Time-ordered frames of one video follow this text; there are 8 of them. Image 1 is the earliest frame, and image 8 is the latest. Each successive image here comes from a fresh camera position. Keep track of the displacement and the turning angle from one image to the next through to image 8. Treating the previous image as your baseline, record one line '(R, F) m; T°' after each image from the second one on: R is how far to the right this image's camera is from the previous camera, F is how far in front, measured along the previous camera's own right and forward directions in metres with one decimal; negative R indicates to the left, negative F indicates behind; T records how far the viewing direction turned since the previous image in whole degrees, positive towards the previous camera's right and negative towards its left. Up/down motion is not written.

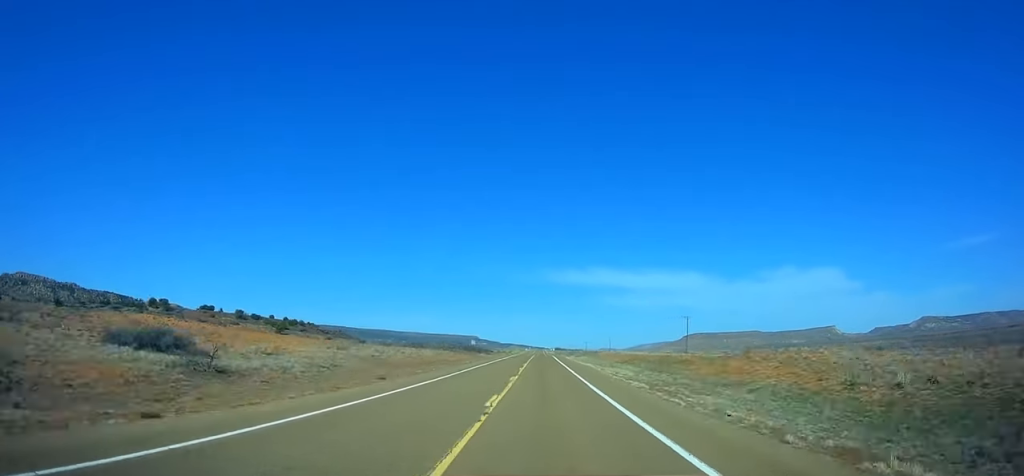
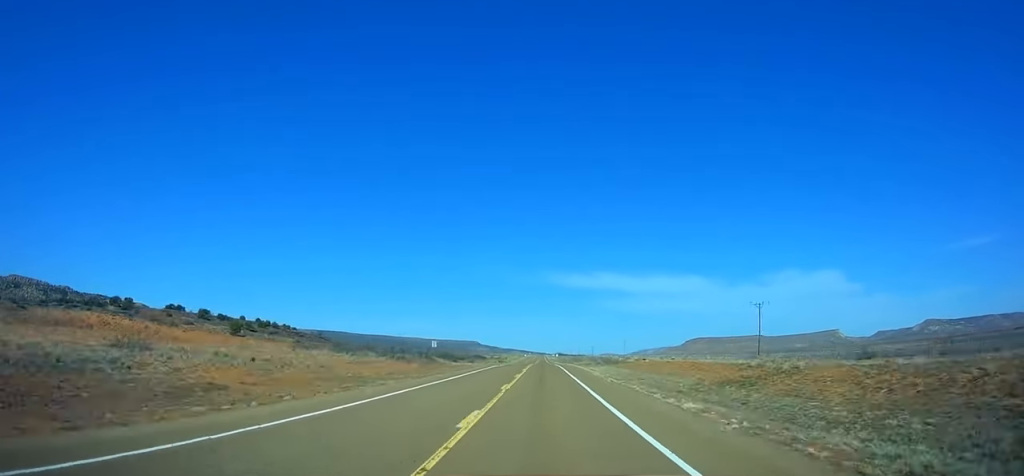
(0.0, +41.1) m; 0°
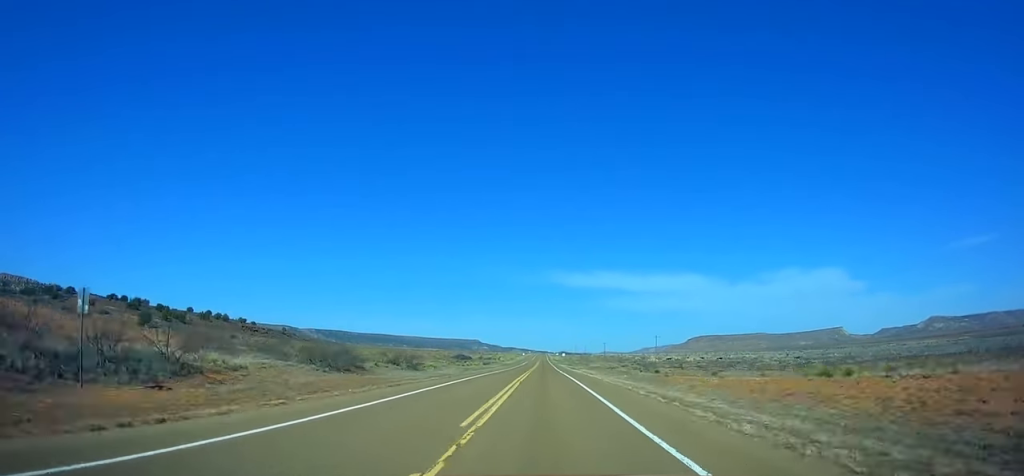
(0.0, +57.5) m; 0°
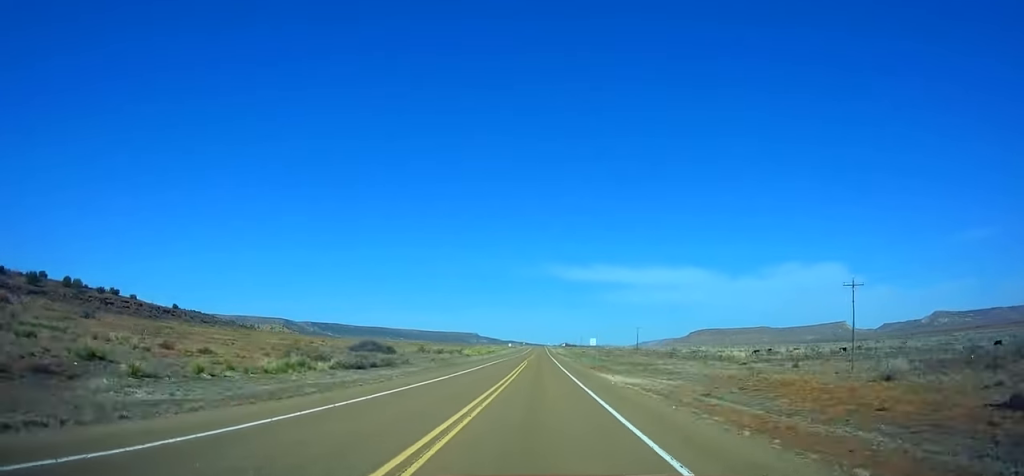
(0.0, +104.0) m; 0°
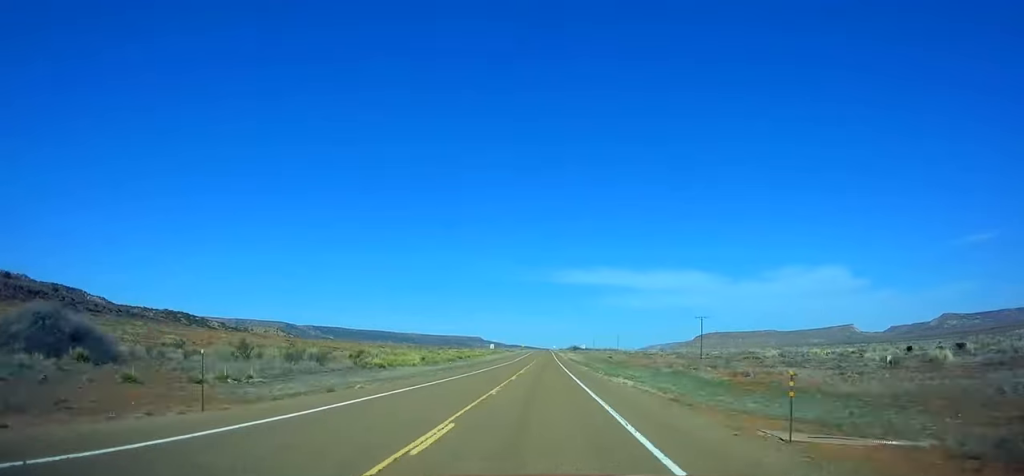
(0.0, +71.2) m; 0°
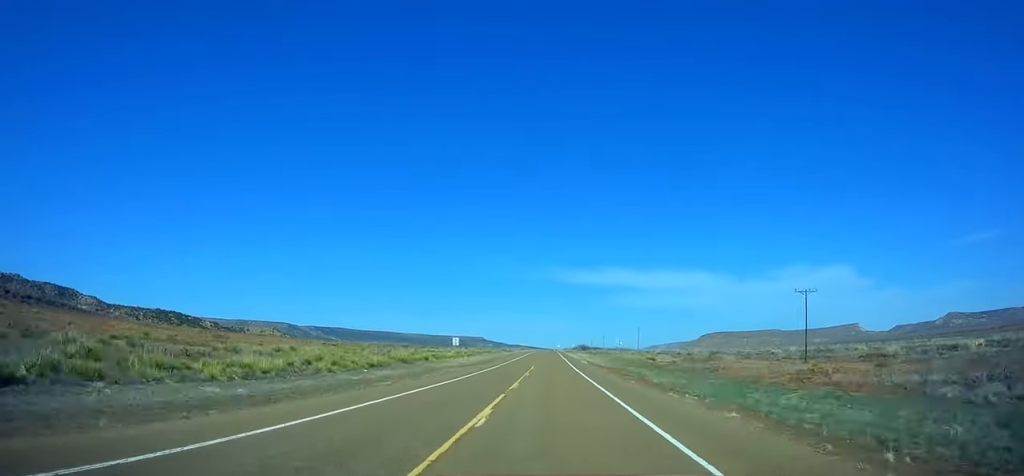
(0.0, +46.4) m; 0°
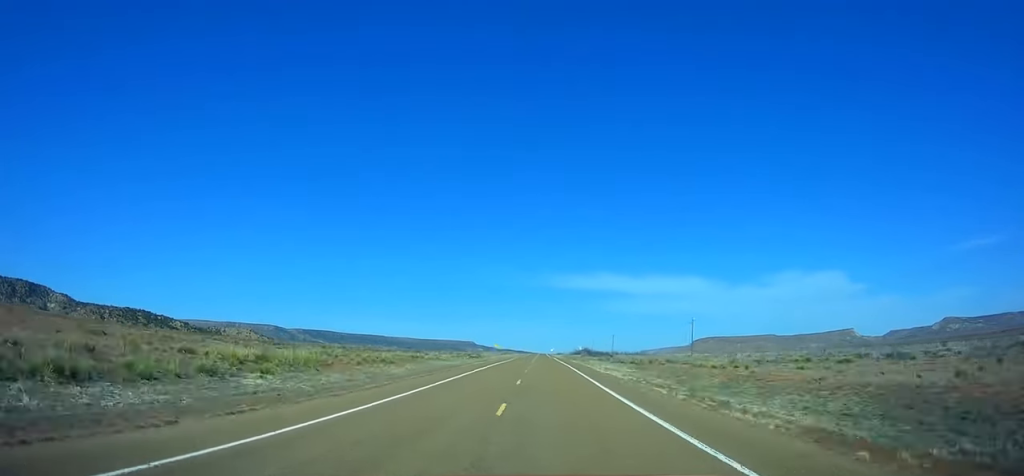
(0.0, +84.6) m; 0°
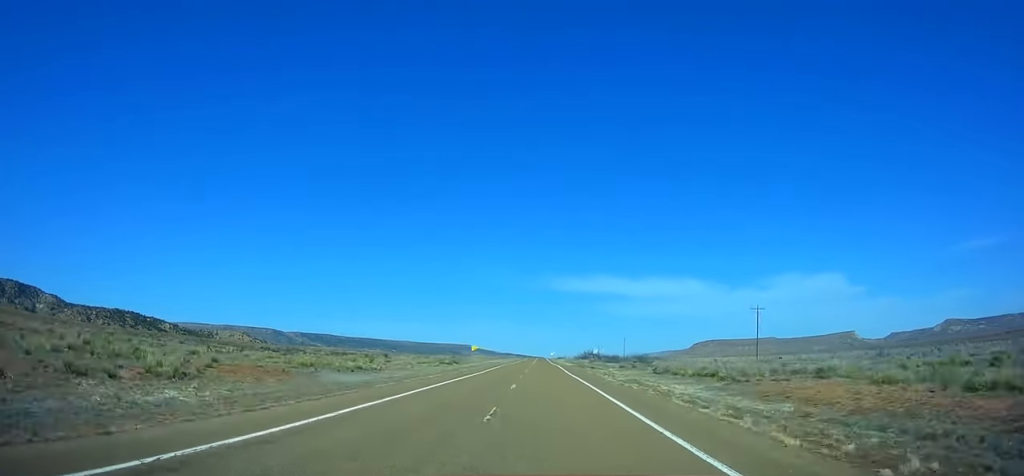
(+0.2, +38.1) m; 0°
